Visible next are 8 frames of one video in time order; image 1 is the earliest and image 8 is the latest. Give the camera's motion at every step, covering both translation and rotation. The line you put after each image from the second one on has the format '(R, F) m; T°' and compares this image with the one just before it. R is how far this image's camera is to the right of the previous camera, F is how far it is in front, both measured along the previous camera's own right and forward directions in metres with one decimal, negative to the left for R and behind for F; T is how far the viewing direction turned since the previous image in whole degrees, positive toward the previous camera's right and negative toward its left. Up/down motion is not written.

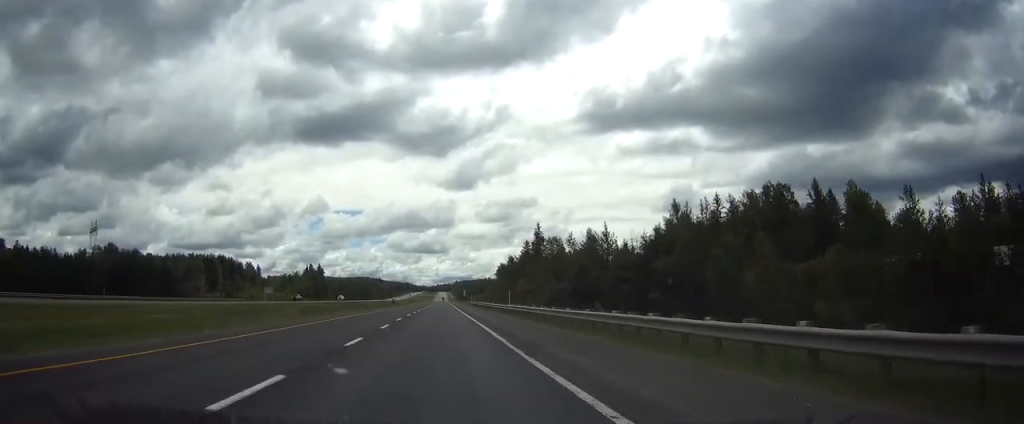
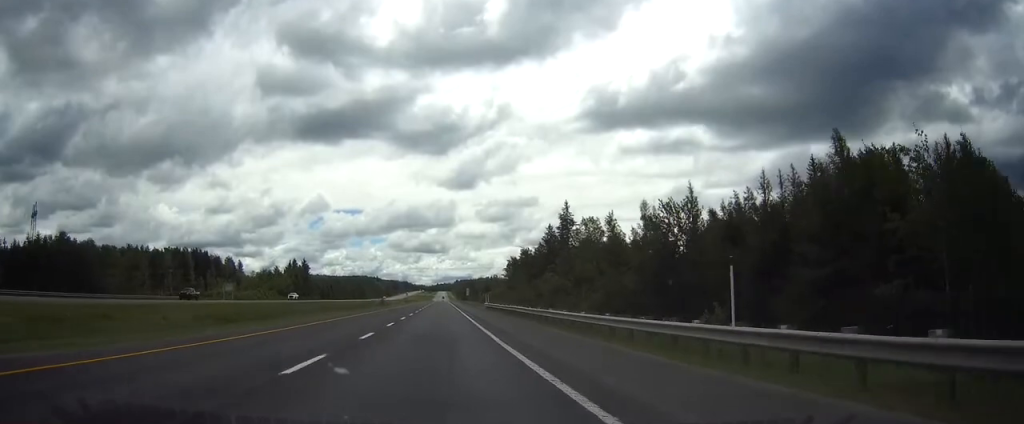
(-0.1, +41.2) m; 0°
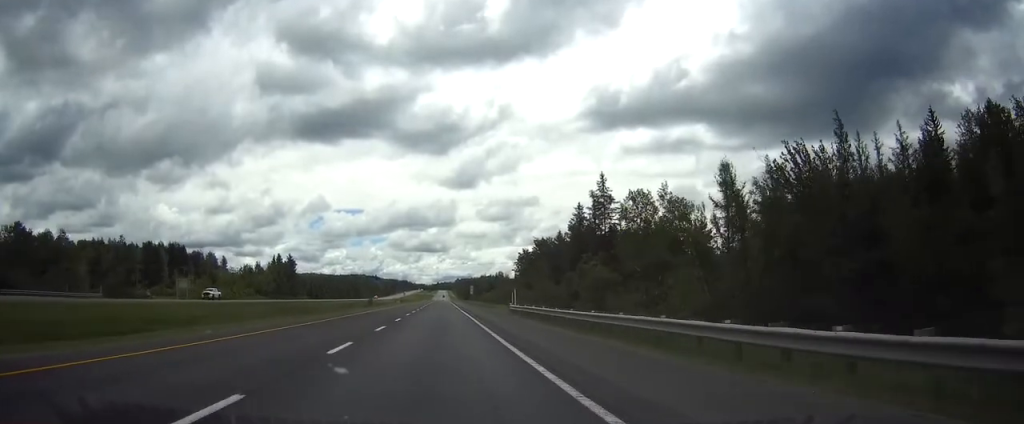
(+0.2, +32.0) m; 0°
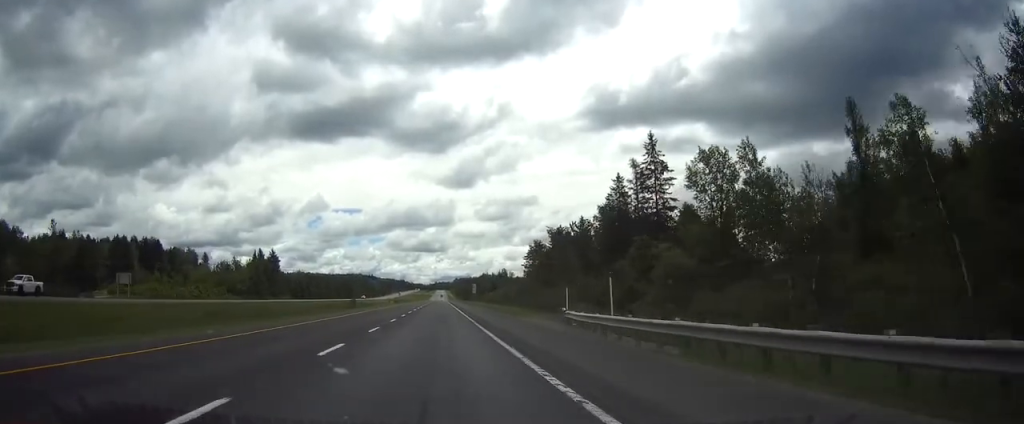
(-0.1, +27.9) m; 0°
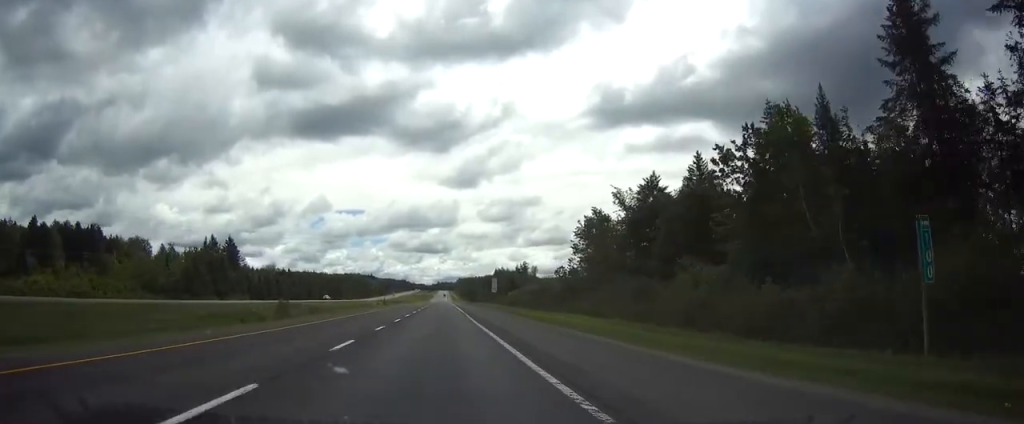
(0.0, +60.8) m; 0°
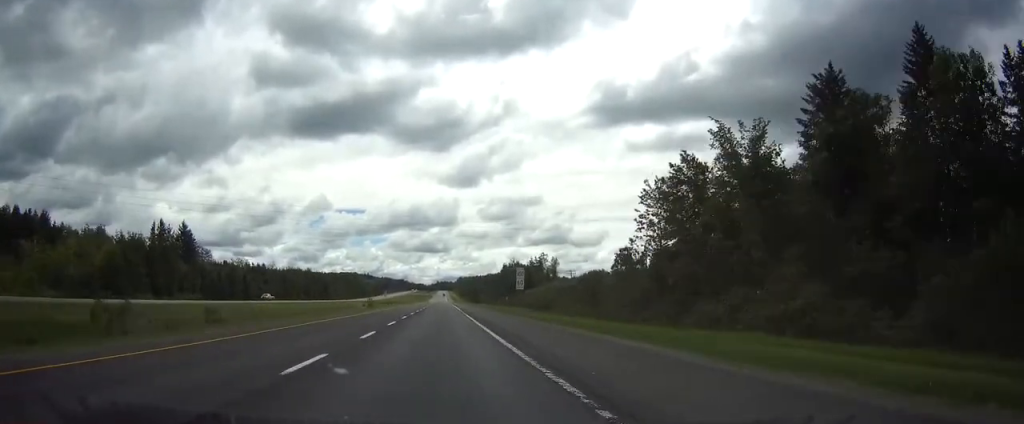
(0.0, +40.0) m; 0°
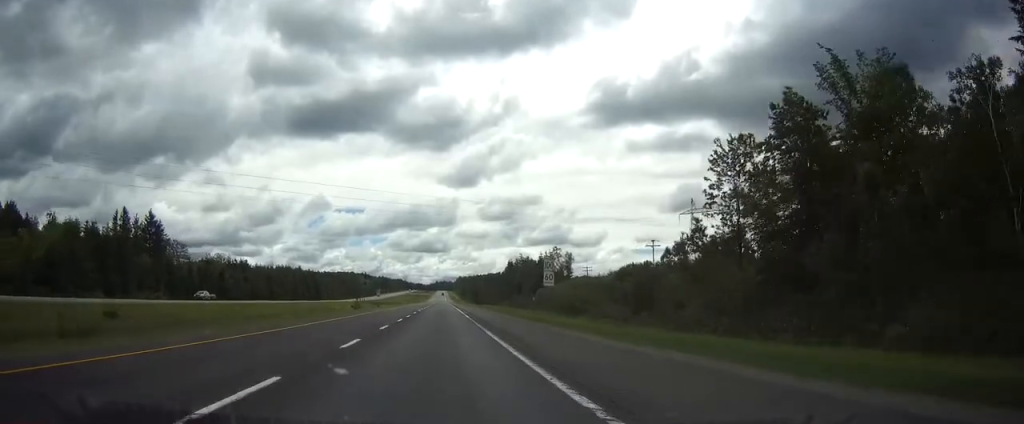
(0.0, +21.5) m; 0°
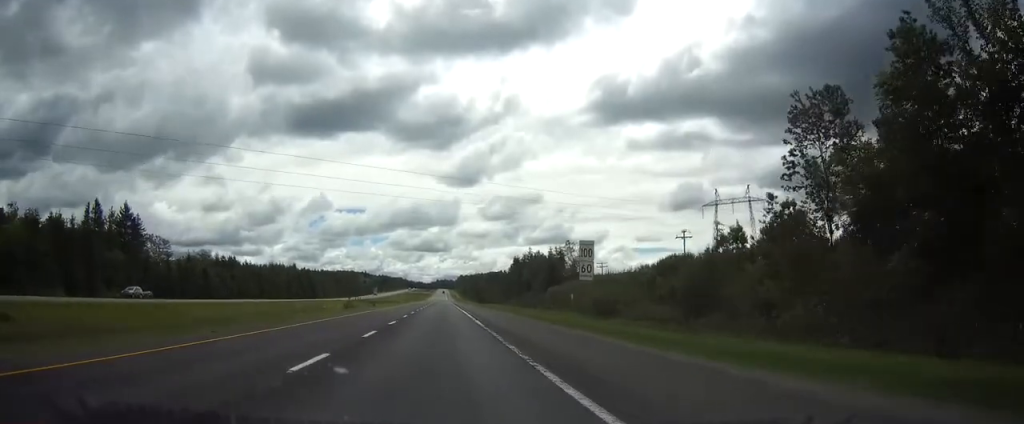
(0.0, +14.3) m; 0°
